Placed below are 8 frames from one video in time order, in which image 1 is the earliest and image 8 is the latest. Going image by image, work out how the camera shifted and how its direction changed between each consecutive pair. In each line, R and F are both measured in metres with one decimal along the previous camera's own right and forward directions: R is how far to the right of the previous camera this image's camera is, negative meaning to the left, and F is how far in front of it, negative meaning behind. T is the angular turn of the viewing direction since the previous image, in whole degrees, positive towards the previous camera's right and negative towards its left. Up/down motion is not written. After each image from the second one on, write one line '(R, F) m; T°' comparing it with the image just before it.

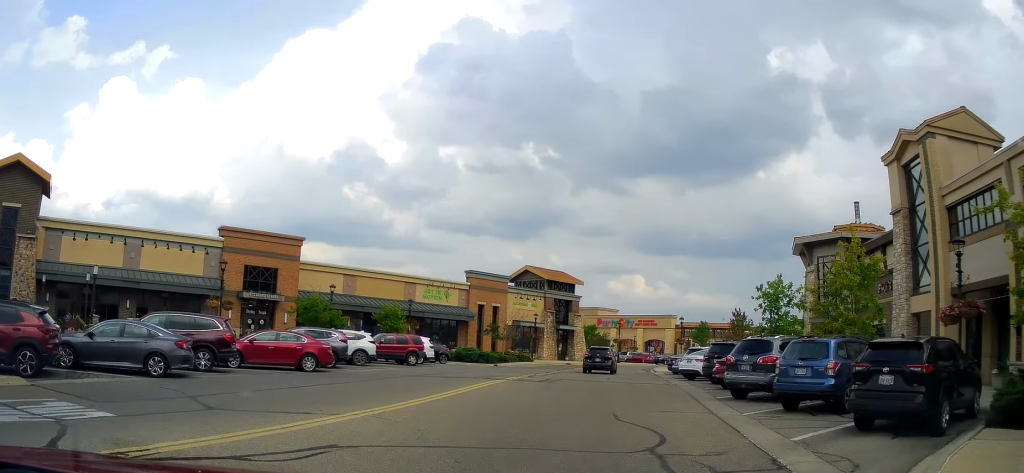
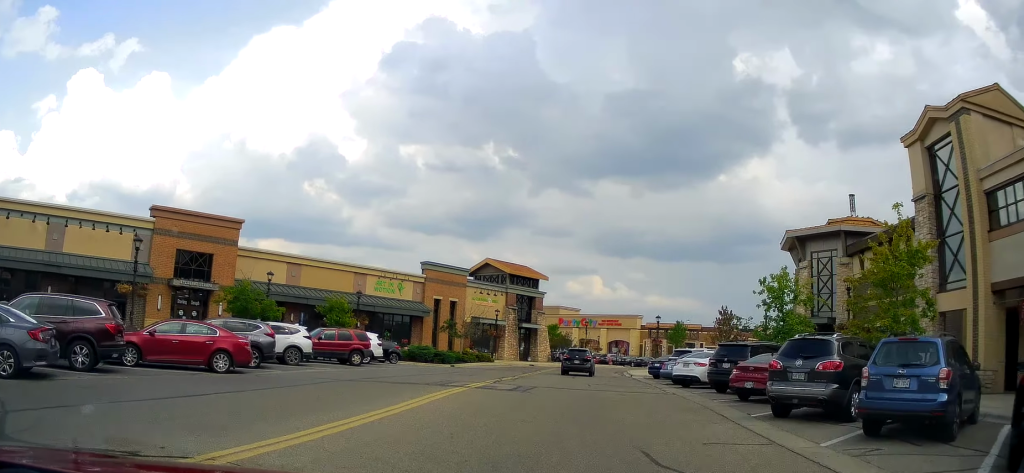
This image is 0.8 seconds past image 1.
(-0.2, +4.9) m; +2°
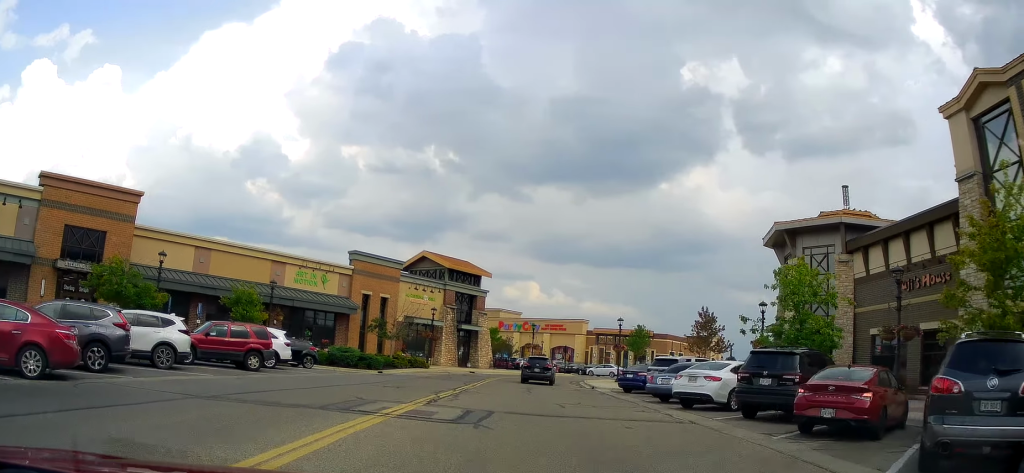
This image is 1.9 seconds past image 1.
(+0.5, +6.3) m; +6°
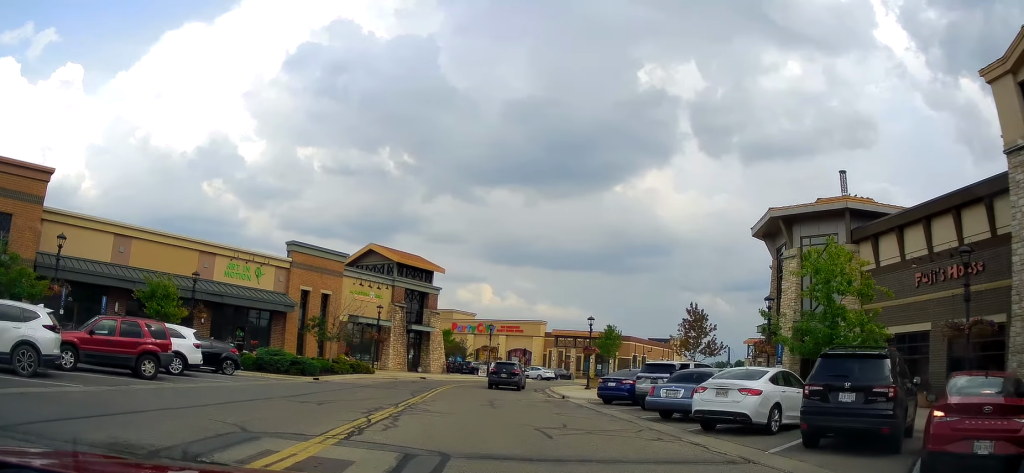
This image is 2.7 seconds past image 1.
(0.0, +4.8) m; +4°
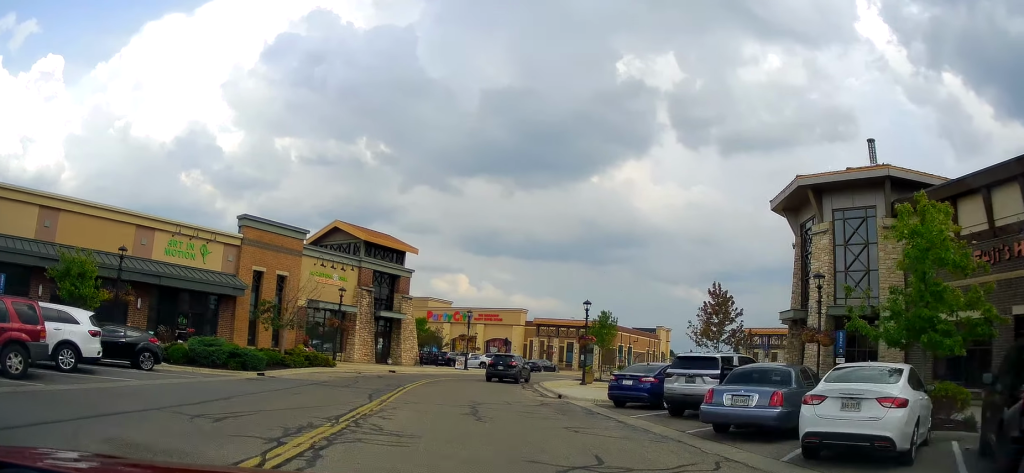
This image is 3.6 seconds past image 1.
(+0.3, +4.9) m; +7°
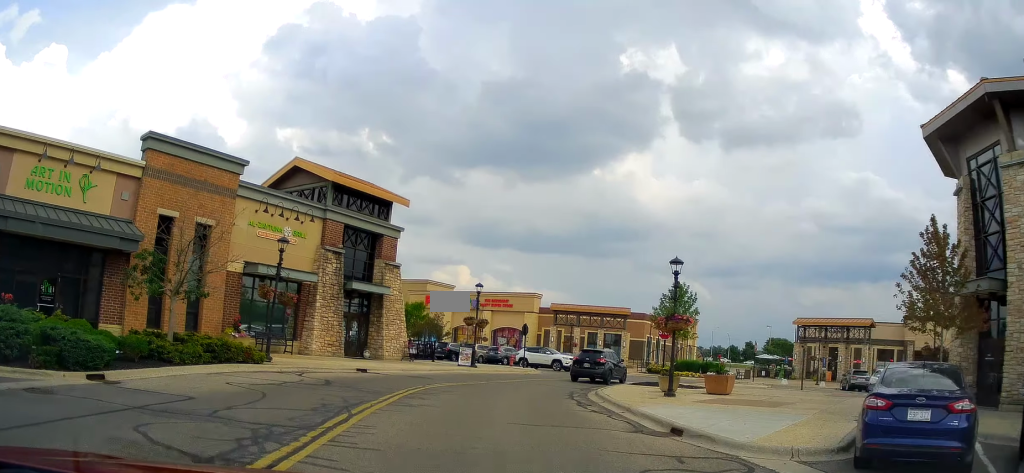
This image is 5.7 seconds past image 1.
(+0.5, +11.2) m; -5°
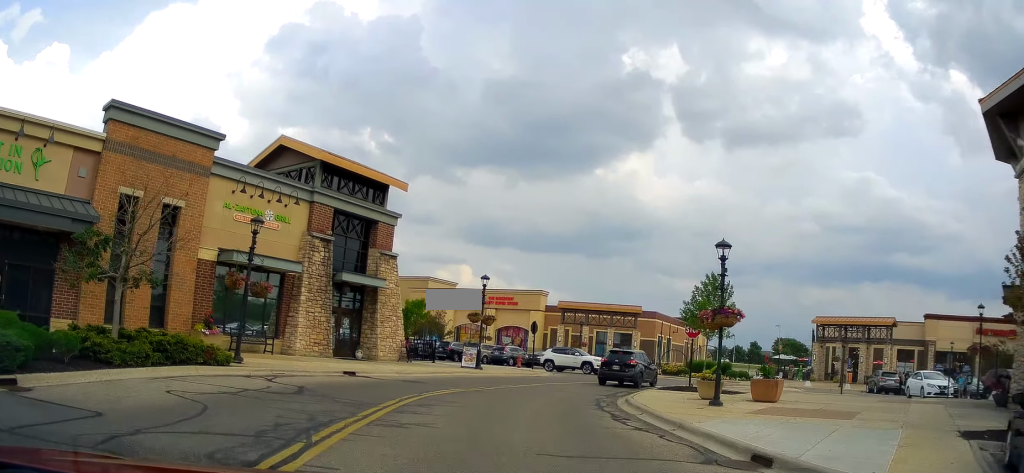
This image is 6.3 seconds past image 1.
(-0.3, +3.1) m; -2°
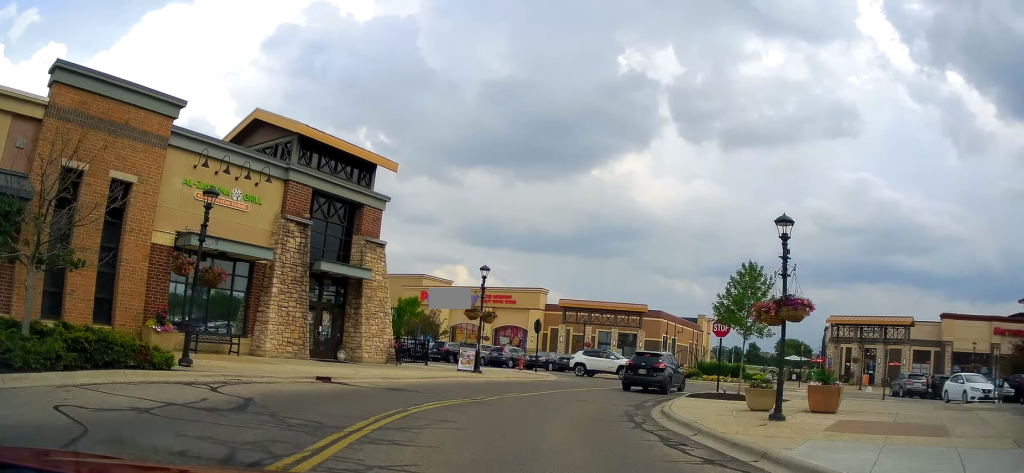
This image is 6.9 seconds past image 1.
(-0.1, +3.3) m; 0°
